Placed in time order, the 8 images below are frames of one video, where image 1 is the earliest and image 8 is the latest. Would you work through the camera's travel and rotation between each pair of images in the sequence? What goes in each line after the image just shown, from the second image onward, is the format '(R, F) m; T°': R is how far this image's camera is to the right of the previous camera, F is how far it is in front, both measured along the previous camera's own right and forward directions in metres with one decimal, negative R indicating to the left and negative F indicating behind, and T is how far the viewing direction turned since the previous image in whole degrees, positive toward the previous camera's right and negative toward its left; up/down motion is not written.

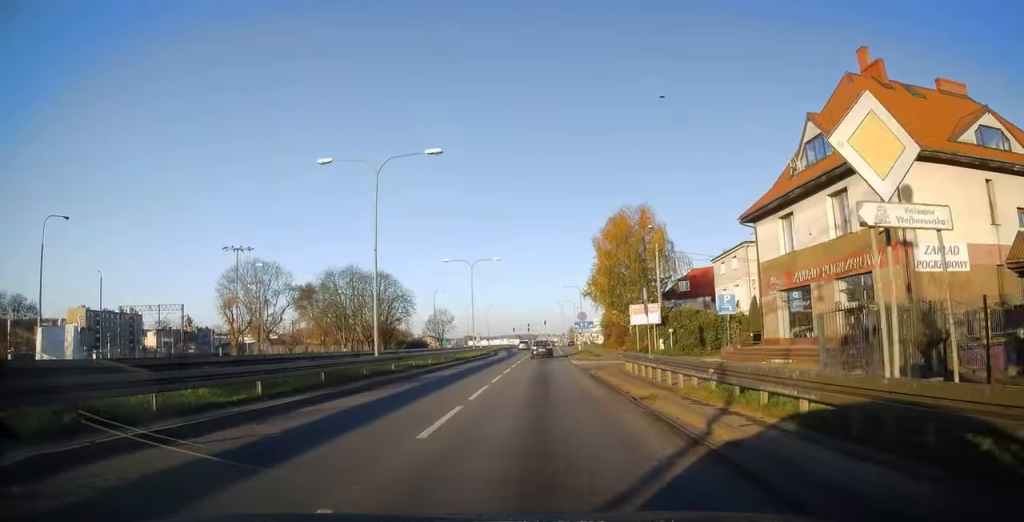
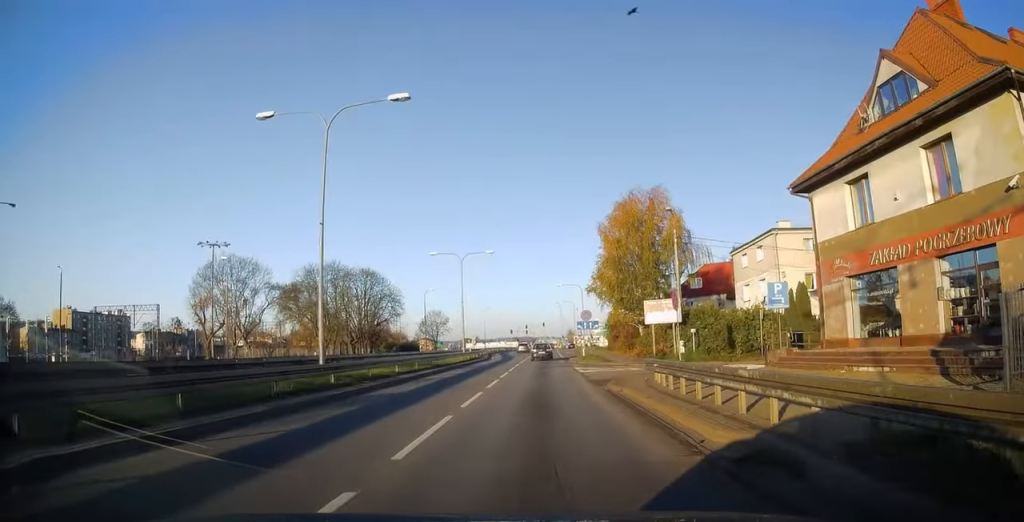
(0.0, +7.1) m; -1°
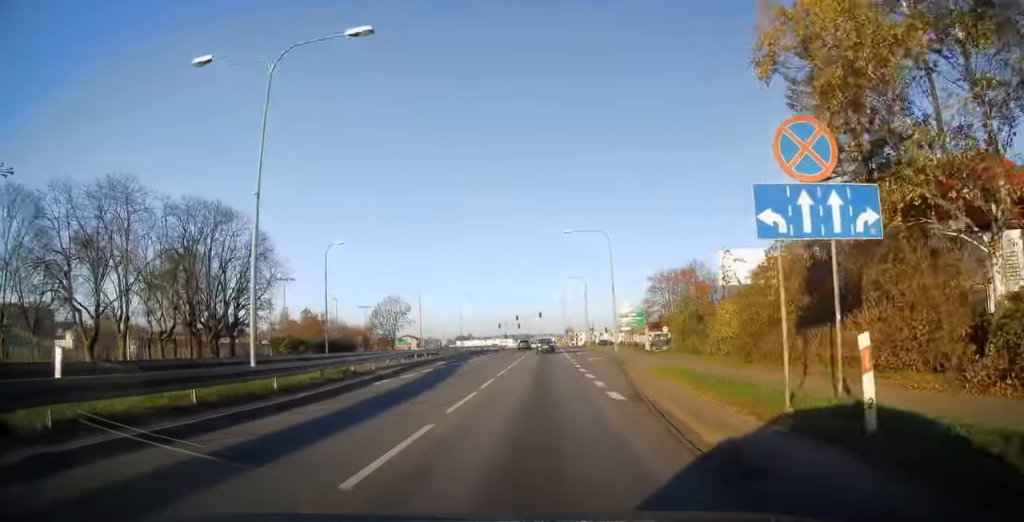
(-0.3, +43.2) m; +1°
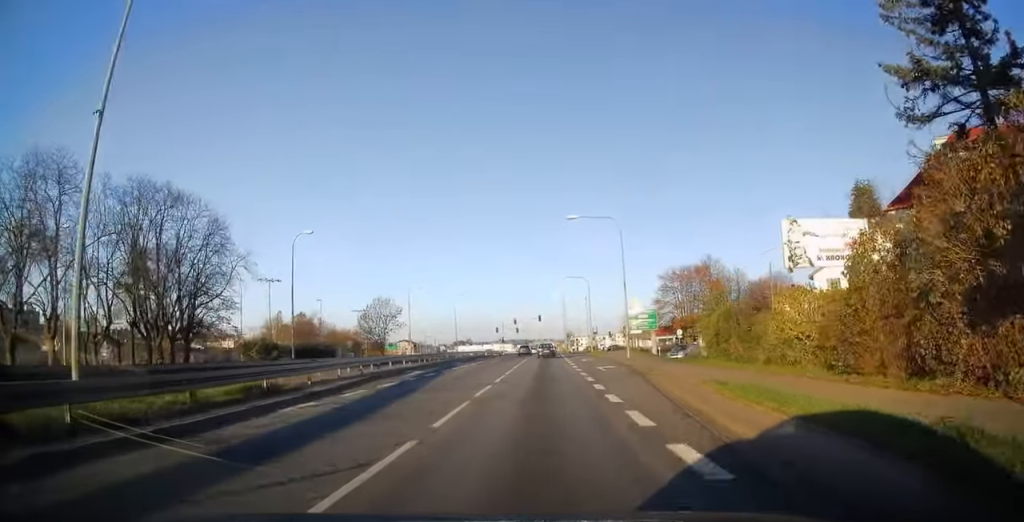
(0.0, +7.4) m; 0°
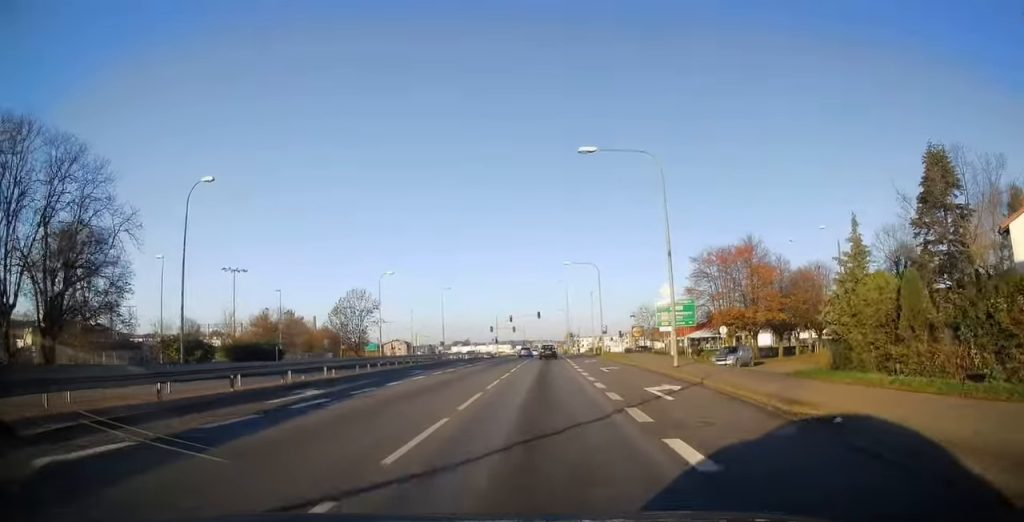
(0.0, +15.3) m; 0°
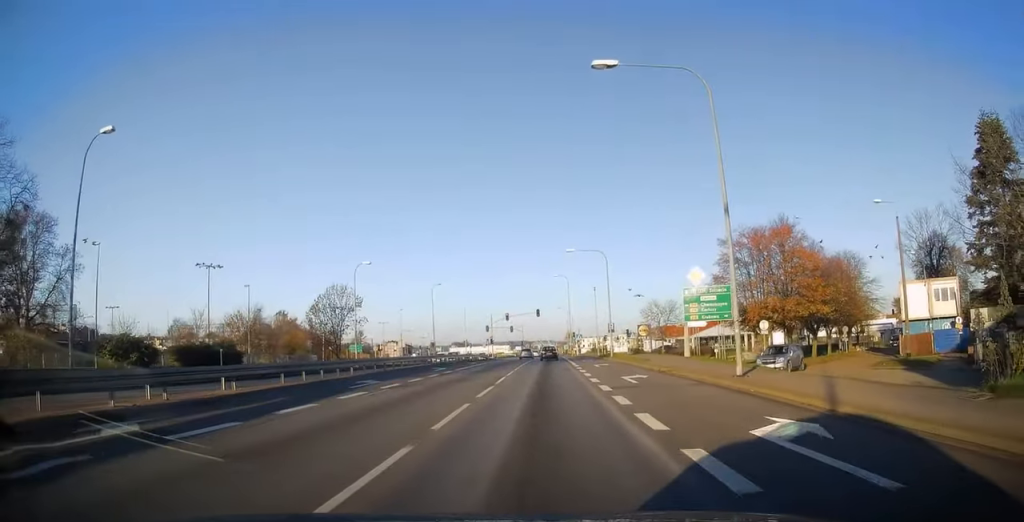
(0.0, +9.0) m; 0°
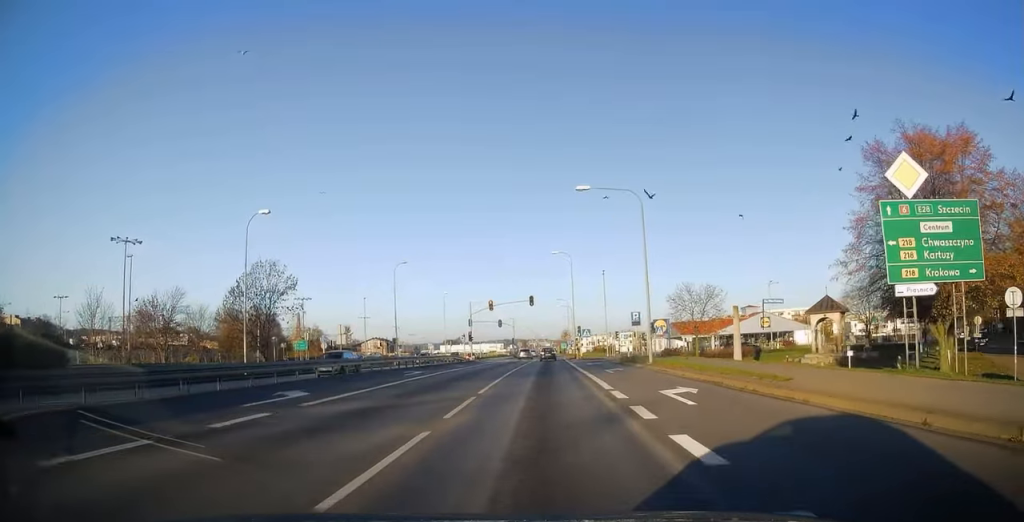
(+0.1, +22.7) m; +1°
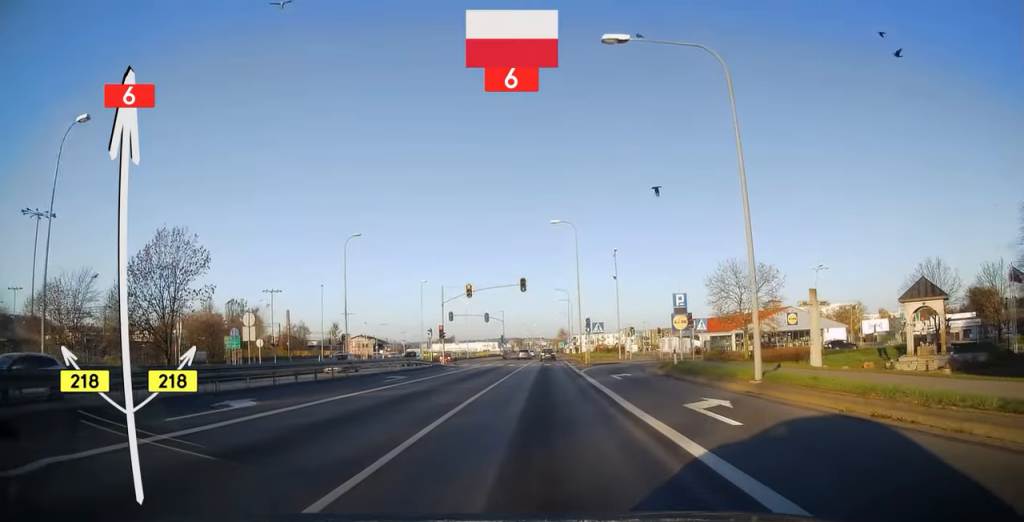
(+0.2, +18.1) m; +1°
